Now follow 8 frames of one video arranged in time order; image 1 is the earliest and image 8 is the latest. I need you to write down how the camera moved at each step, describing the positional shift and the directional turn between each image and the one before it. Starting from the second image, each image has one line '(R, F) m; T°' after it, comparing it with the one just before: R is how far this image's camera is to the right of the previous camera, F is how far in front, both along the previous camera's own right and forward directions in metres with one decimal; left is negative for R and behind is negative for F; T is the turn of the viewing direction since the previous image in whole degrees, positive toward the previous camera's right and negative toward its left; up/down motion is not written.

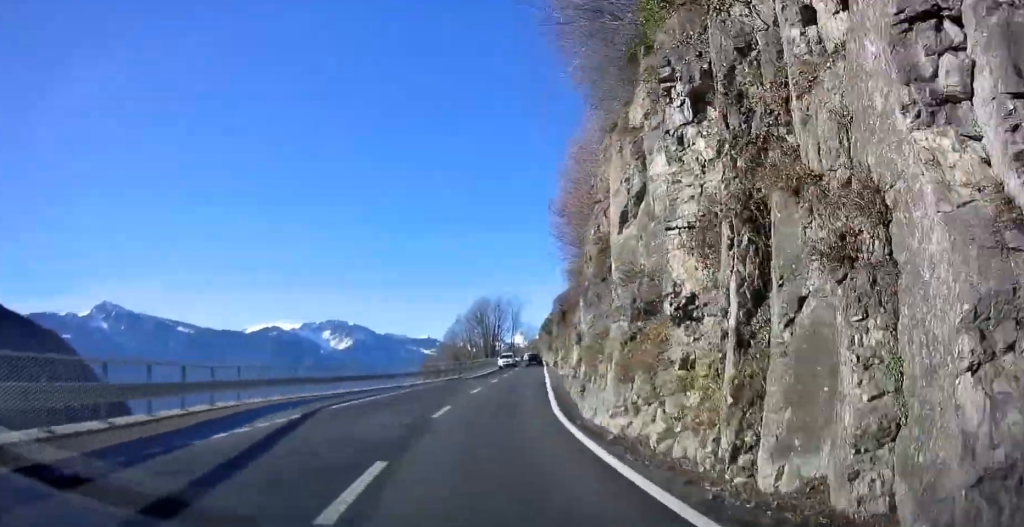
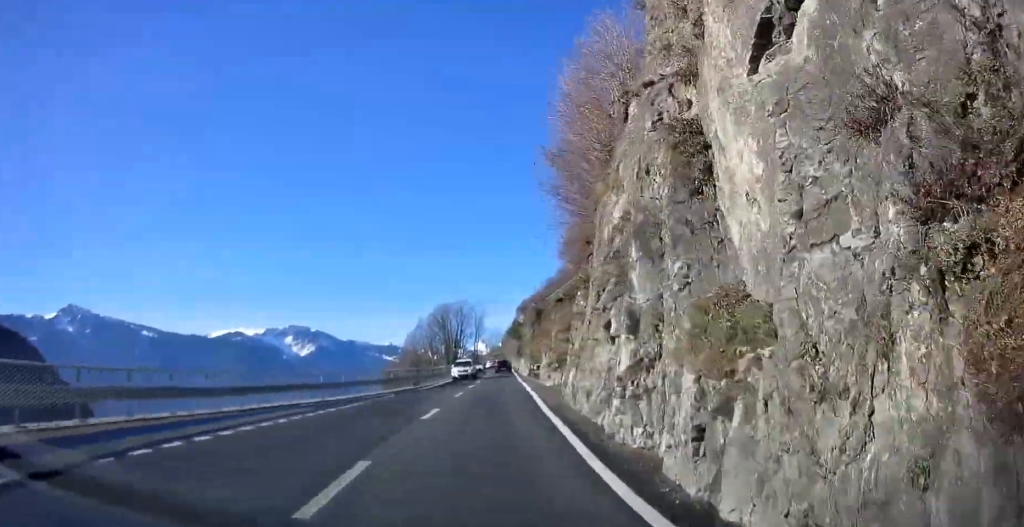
(+0.3, +9.1) m; +2°
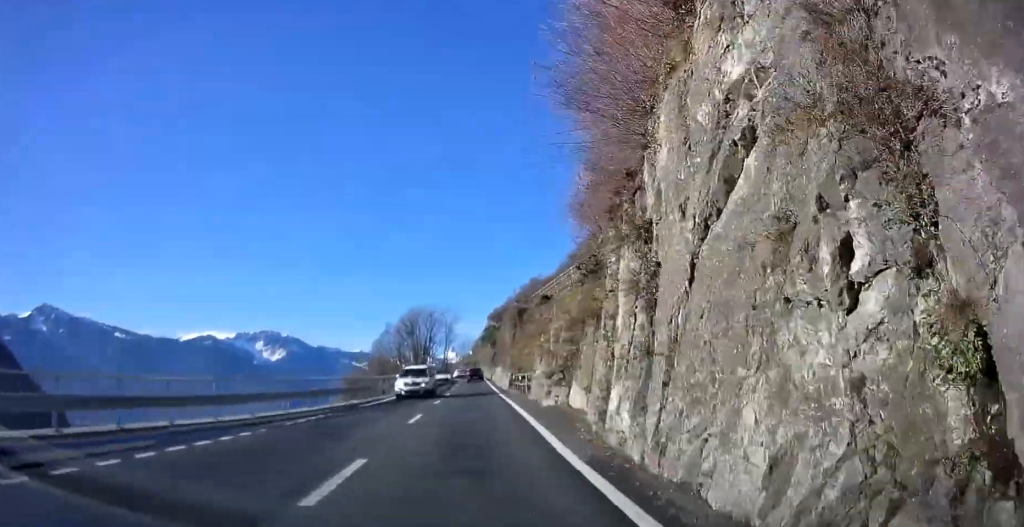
(+0.2, +7.7) m; +1°
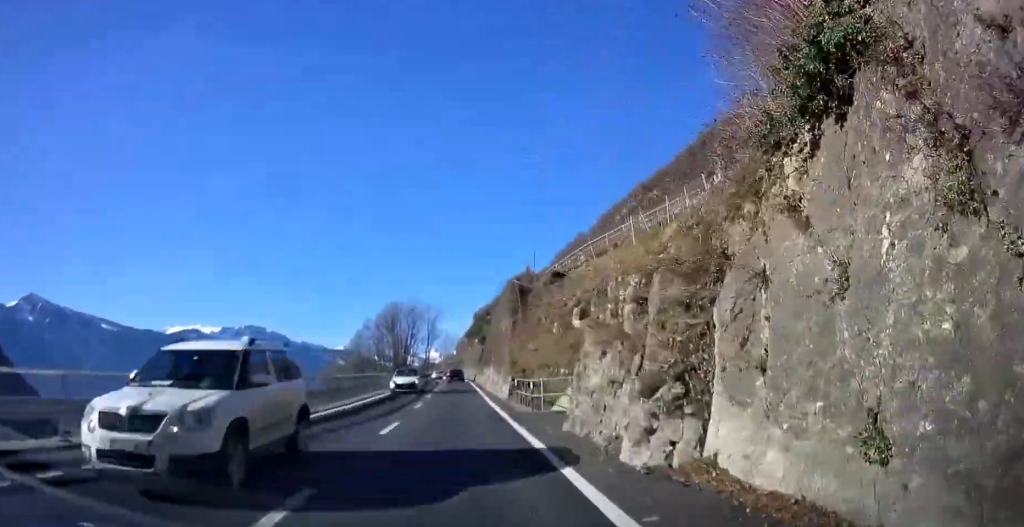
(0.0, +11.0) m; 0°
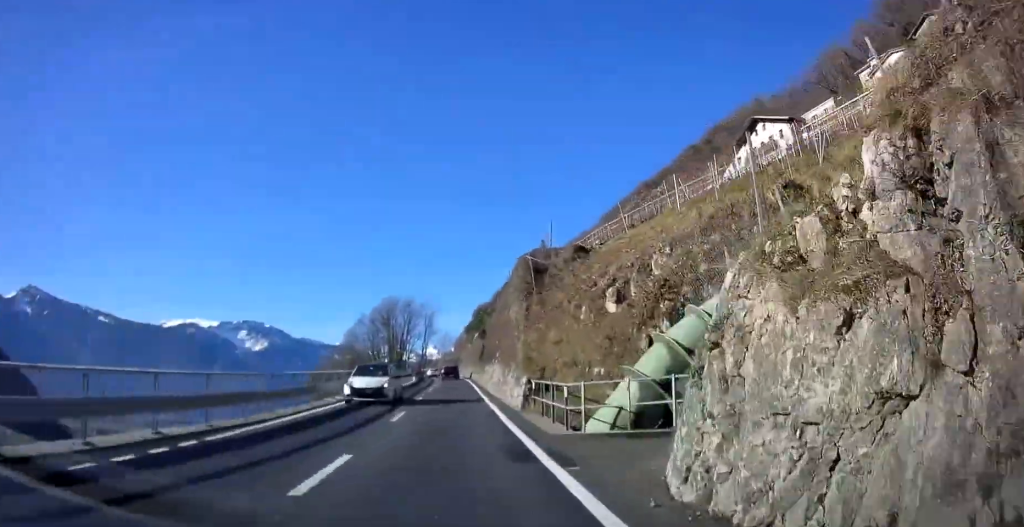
(0.0, +6.5) m; 0°
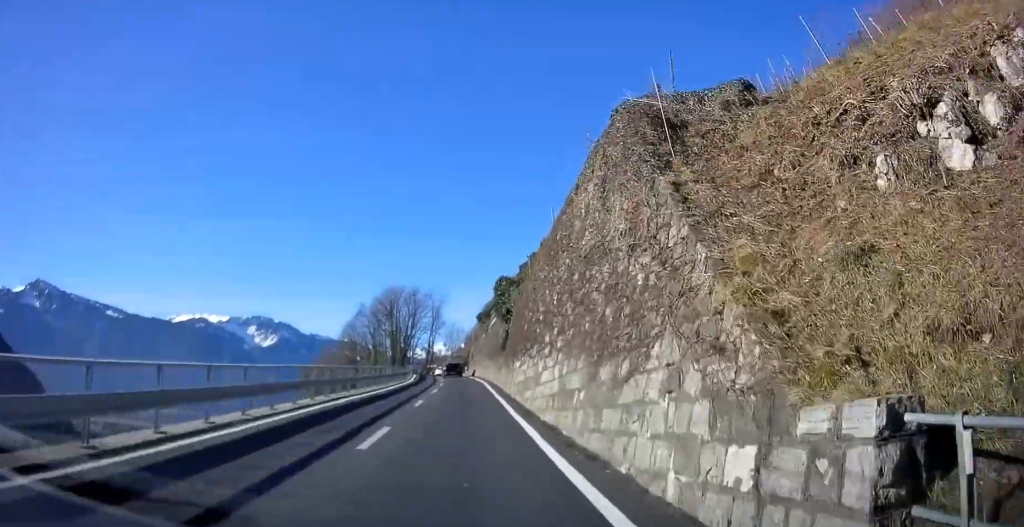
(0.0, +14.5) m; 0°
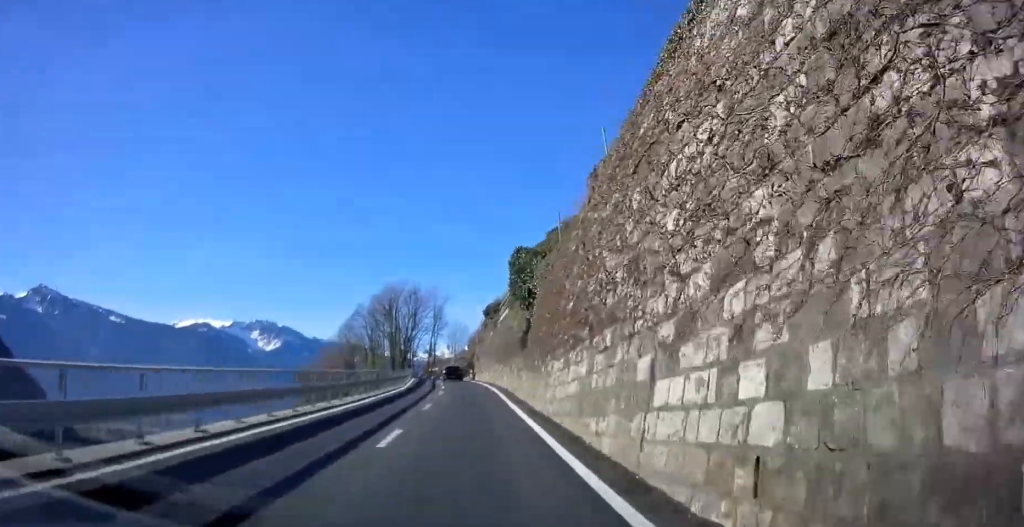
(0.0, +8.5) m; 0°
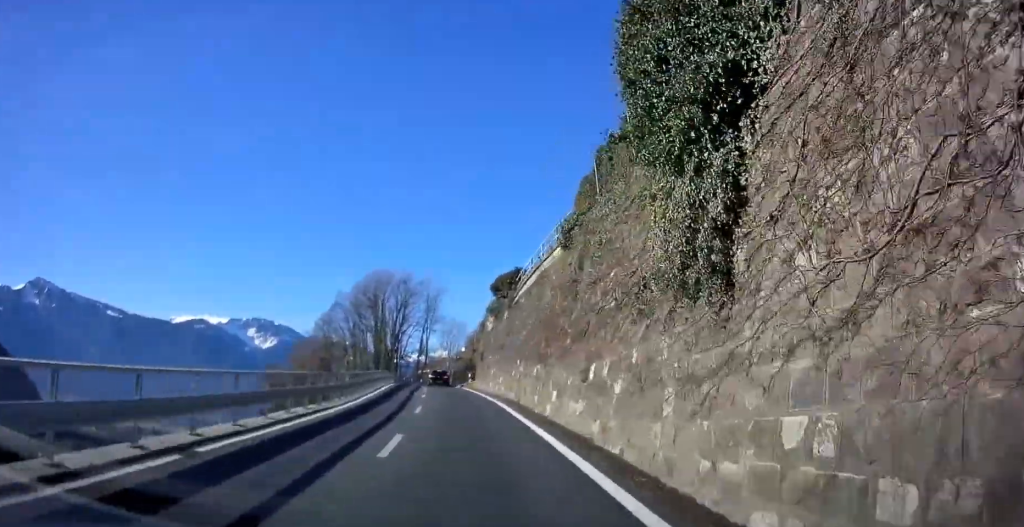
(0.0, +17.9) m; 0°
